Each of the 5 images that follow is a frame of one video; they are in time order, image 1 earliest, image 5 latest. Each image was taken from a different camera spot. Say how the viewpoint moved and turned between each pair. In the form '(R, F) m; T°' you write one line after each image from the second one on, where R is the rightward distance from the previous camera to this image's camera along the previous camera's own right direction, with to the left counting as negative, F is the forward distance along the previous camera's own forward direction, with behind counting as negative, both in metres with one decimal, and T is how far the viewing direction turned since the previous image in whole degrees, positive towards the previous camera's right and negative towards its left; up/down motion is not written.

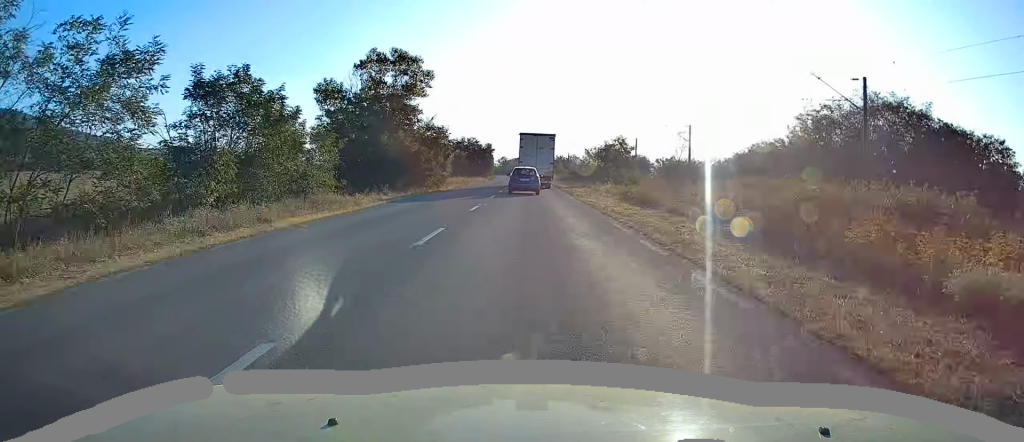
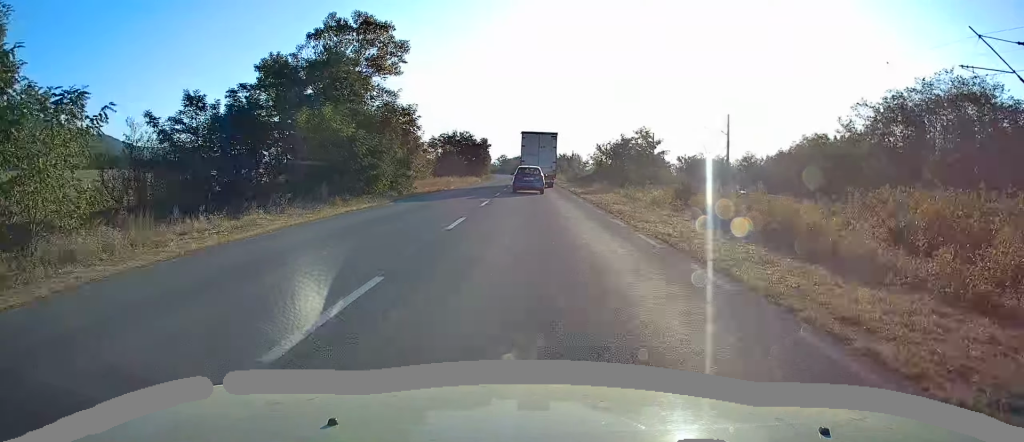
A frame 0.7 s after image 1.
(-0.2, +15.0) m; 0°
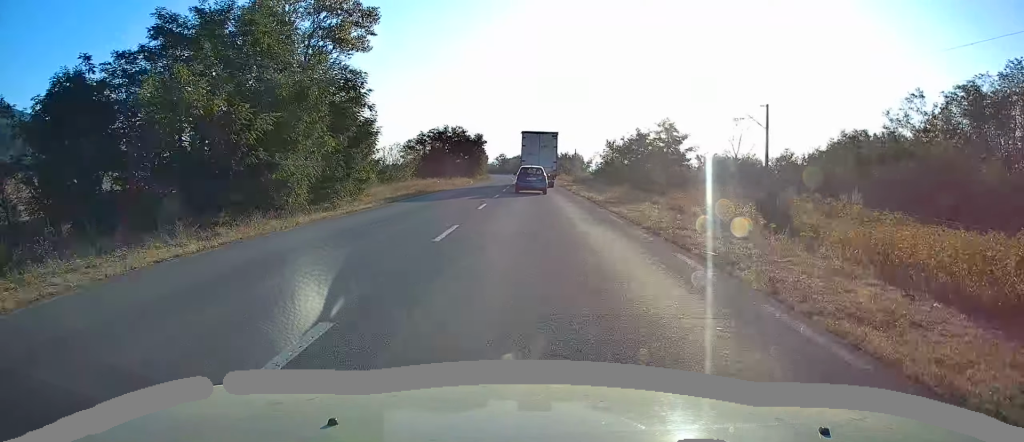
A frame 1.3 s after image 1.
(+0.2, +11.0) m; 0°
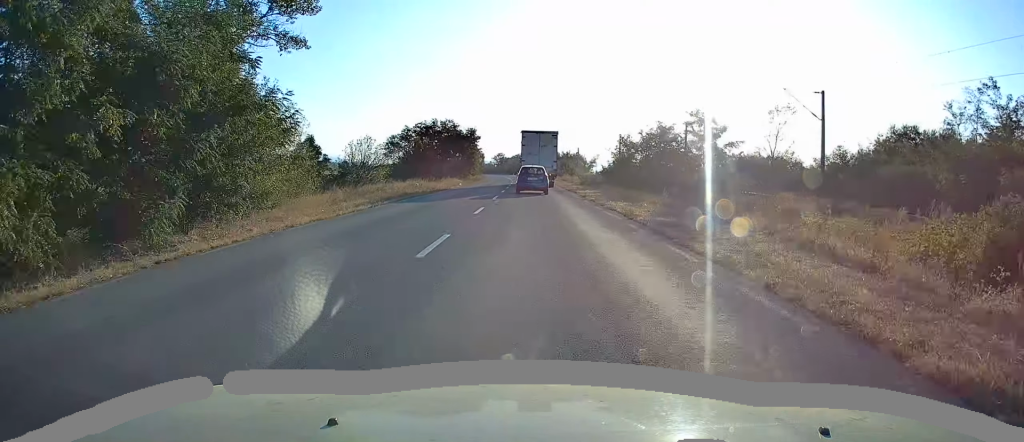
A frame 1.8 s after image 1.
(+0.1, +11.0) m; 0°
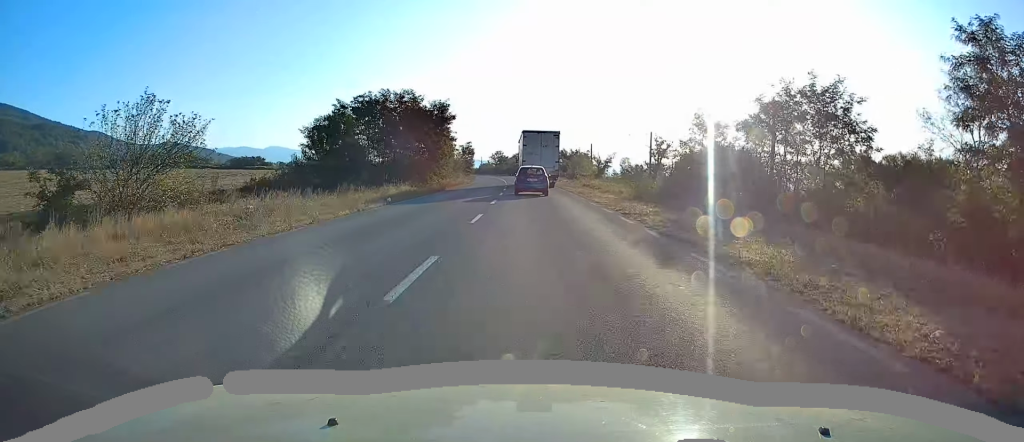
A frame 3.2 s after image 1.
(-0.5, +29.6) m; 0°
